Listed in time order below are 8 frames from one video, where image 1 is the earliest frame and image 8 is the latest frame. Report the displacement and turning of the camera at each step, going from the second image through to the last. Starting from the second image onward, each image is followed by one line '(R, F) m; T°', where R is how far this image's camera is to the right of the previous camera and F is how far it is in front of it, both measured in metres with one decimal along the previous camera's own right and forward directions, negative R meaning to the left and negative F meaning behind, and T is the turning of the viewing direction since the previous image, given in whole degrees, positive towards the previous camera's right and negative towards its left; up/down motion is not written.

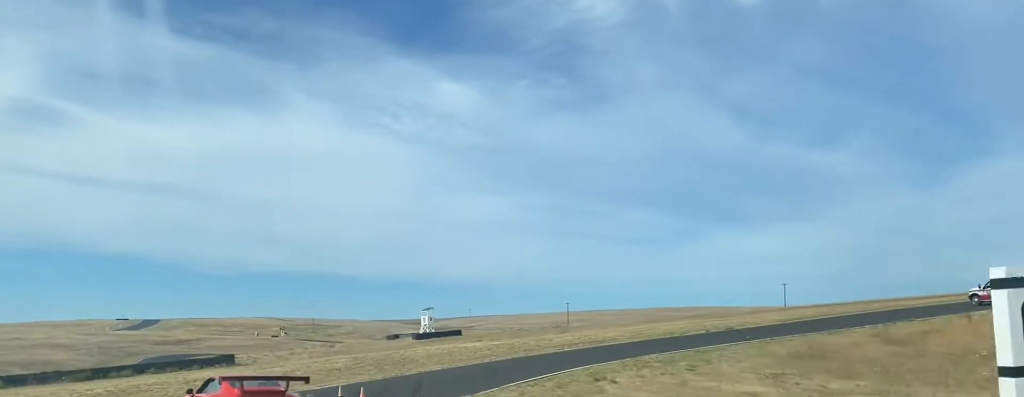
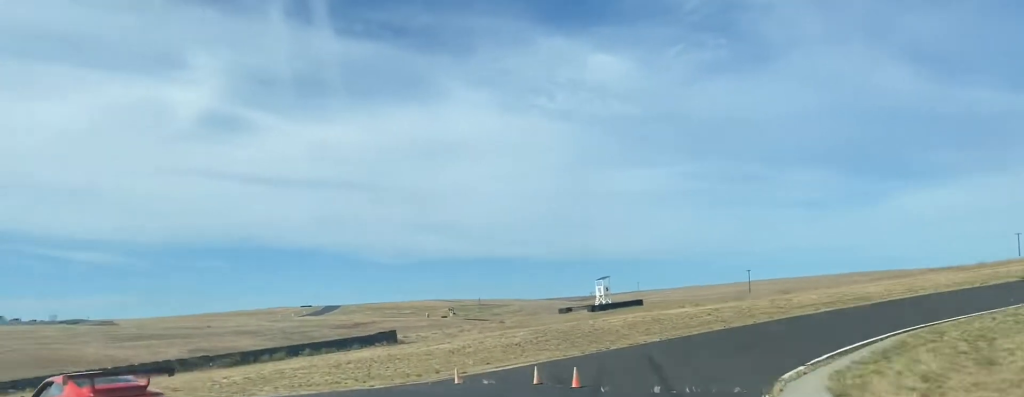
(+0.3, +13.9) m; -11°
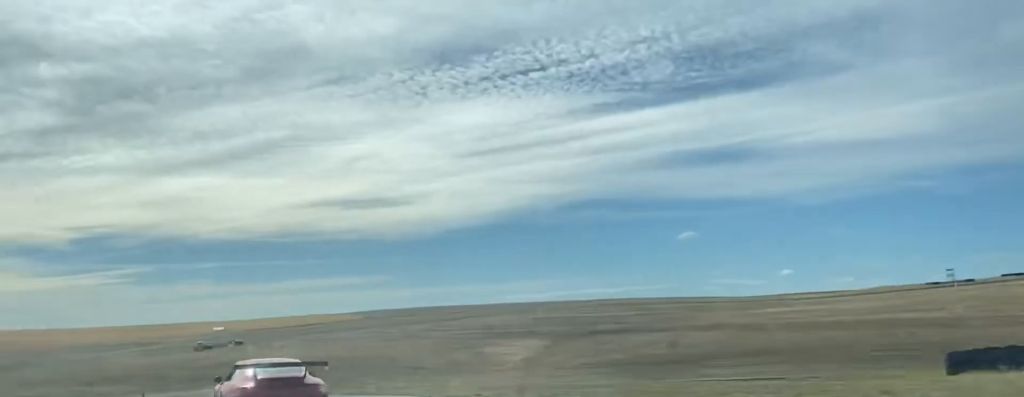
(-16.2, +26.9) m; -63°
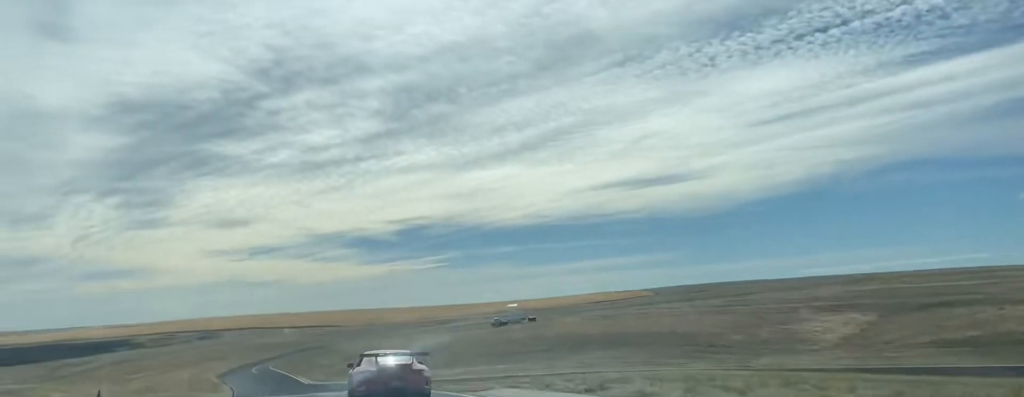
(-3.5, +14.1) m; -21°
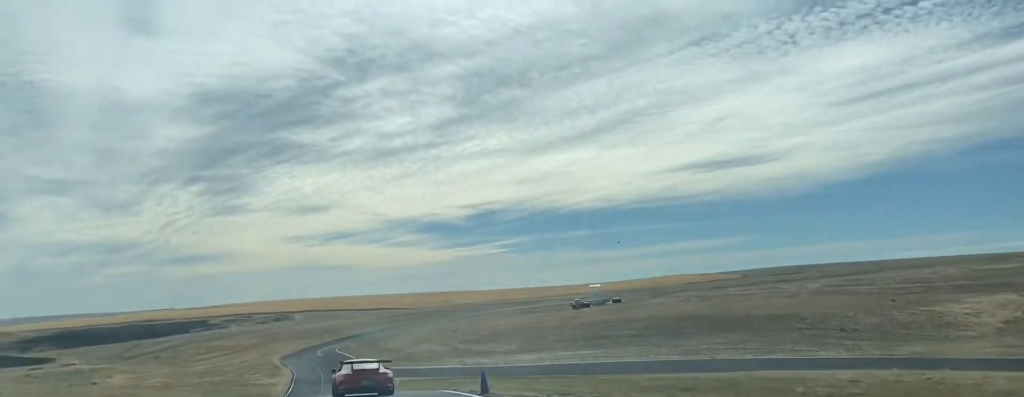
(-3.9, +20.1) m; -16°
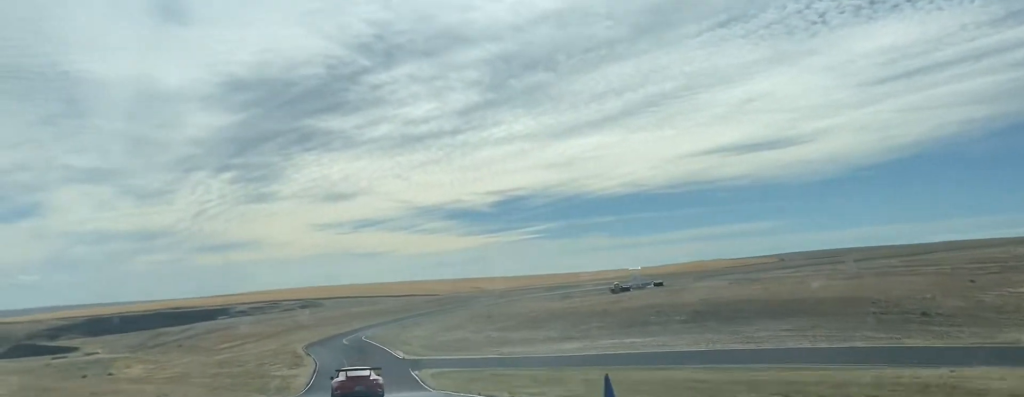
(-1.1, +12.9) m; -3°
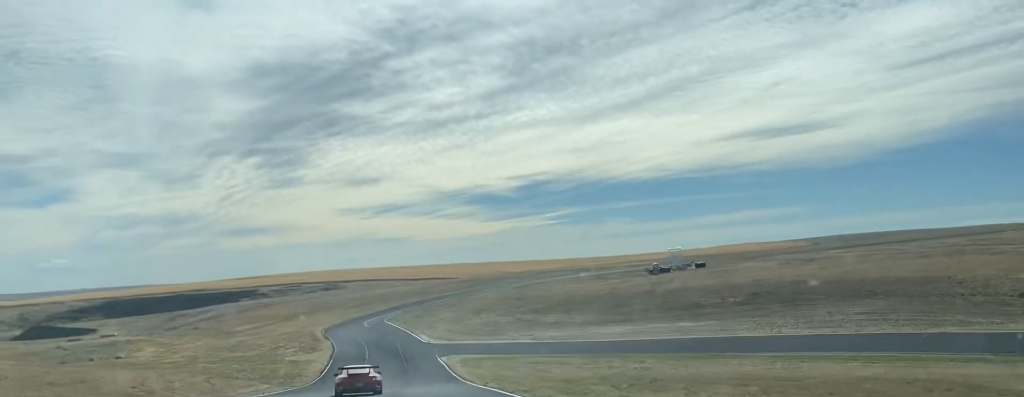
(-0.3, +11.9) m; -2°
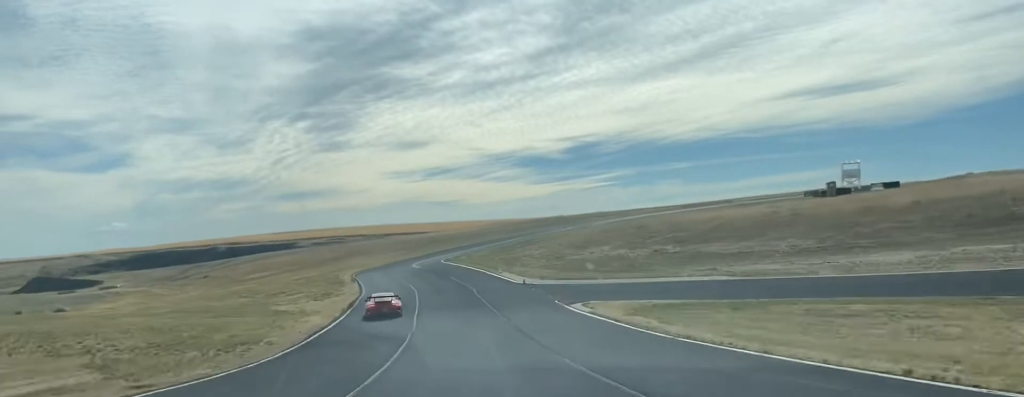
(-0.5, +49.6) m; 0°
